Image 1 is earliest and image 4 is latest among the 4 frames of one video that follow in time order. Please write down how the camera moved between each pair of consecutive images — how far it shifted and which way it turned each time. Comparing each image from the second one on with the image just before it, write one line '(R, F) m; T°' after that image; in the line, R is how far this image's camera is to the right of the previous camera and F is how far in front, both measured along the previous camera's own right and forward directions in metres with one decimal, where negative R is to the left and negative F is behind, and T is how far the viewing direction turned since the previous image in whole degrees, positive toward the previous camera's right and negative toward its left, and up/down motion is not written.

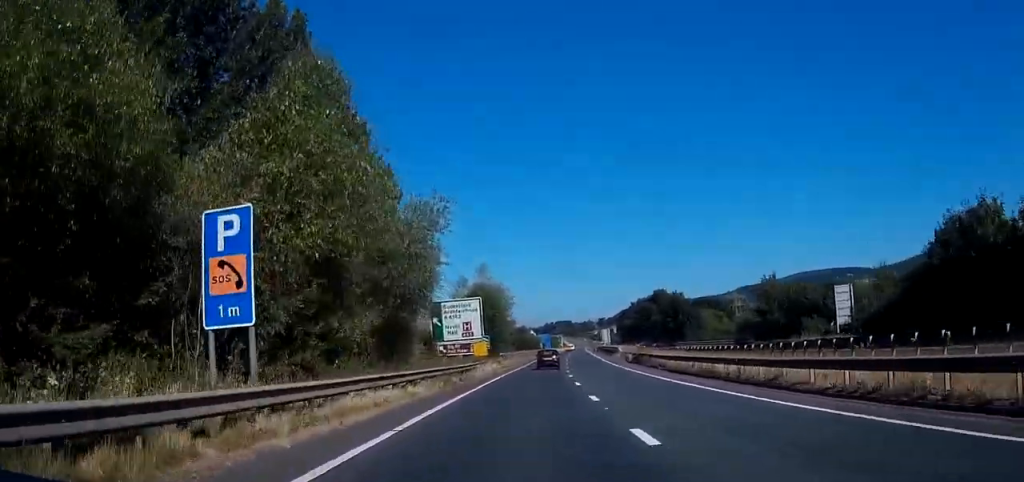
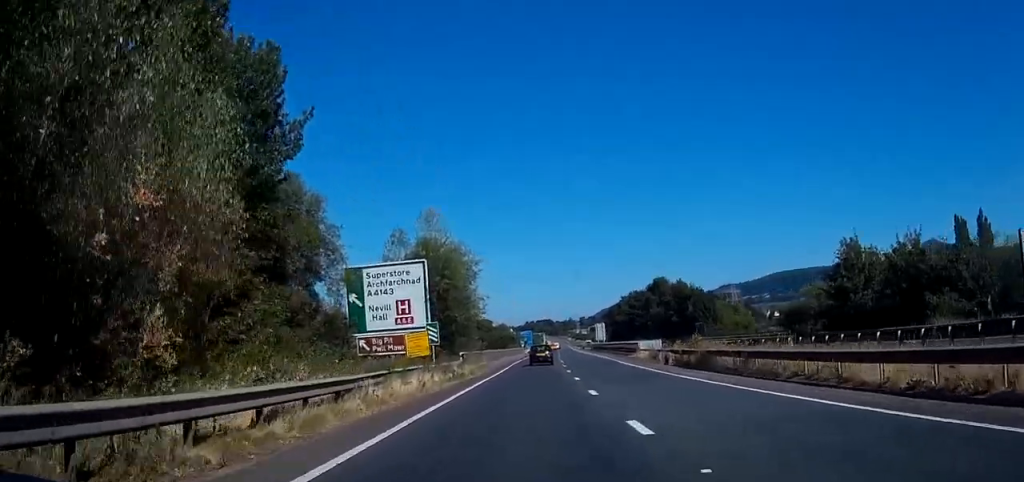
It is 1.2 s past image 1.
(+0.2, +27.6) m; +1°
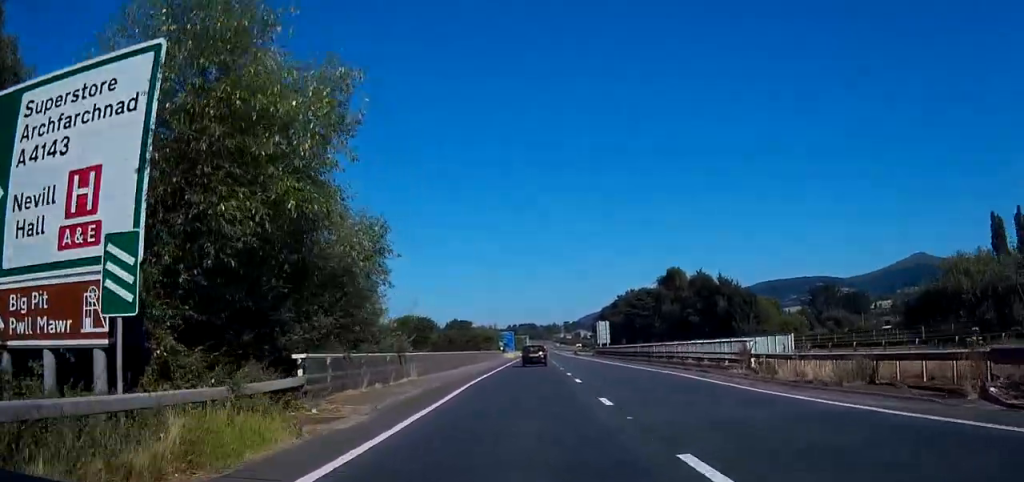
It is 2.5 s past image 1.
(+0.5, +32.2) m; +1°
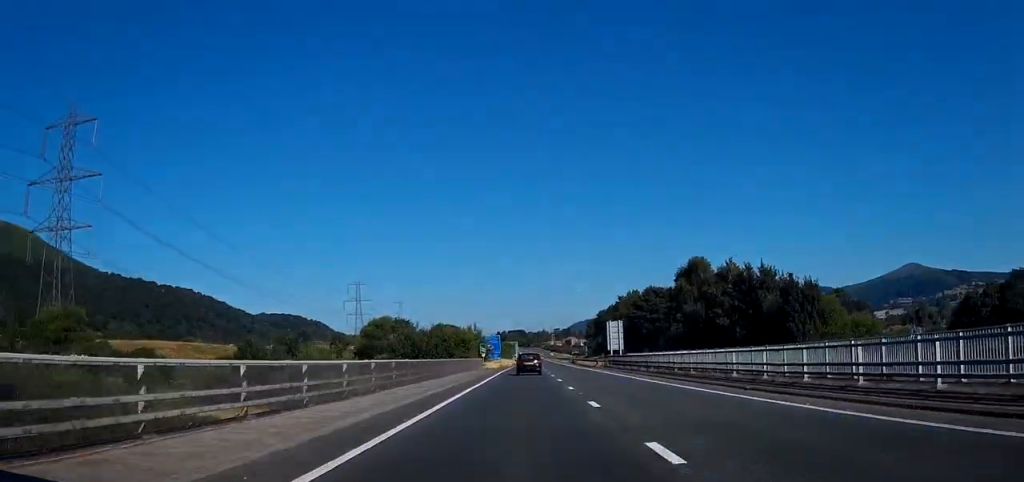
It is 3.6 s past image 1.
(+0.1, +24.5) m; +1°
